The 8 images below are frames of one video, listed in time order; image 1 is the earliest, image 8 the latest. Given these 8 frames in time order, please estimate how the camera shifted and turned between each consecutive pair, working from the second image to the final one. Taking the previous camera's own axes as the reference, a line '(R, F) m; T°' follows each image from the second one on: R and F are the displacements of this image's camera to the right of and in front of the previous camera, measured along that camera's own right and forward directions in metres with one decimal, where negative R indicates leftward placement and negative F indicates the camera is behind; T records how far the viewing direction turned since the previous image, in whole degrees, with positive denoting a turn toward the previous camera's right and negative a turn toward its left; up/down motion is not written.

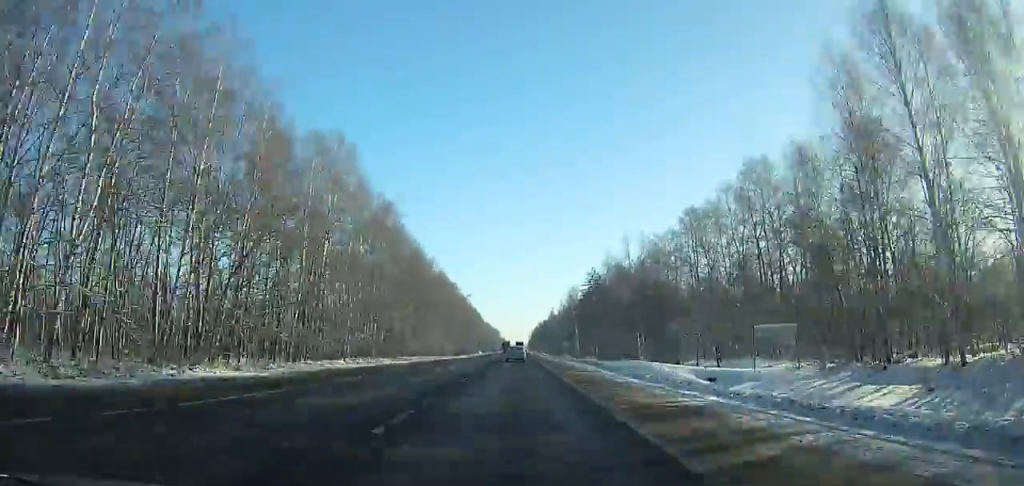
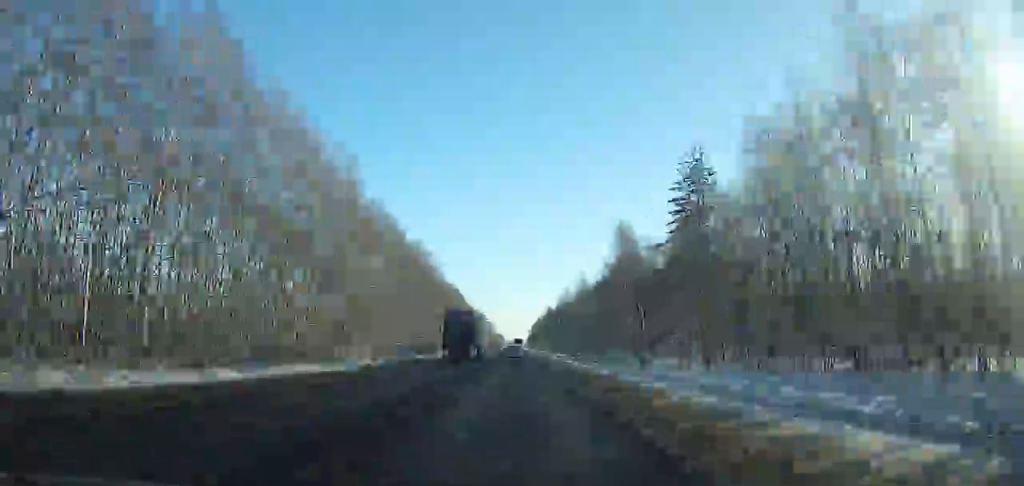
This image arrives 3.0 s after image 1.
(-0.2, +77.3) m; -1°
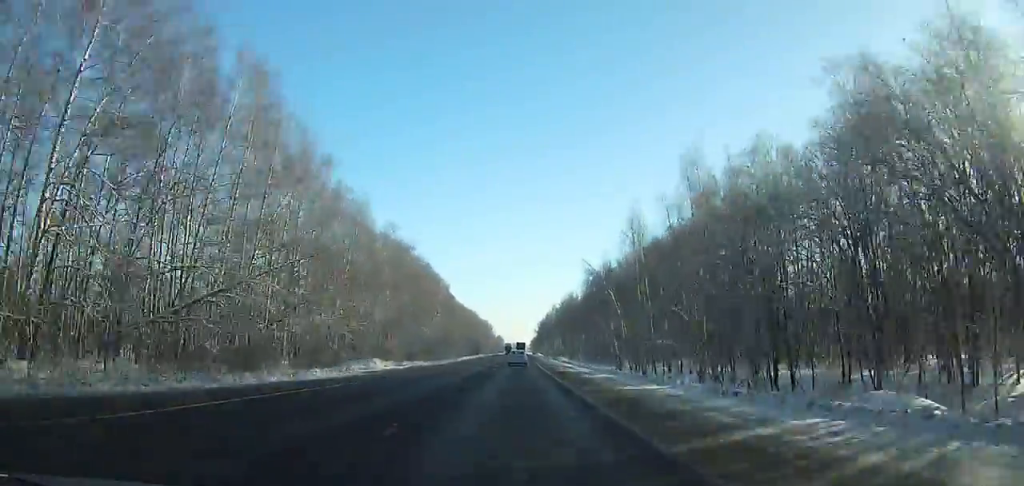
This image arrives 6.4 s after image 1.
(-1.7, +100.0) m; 0°
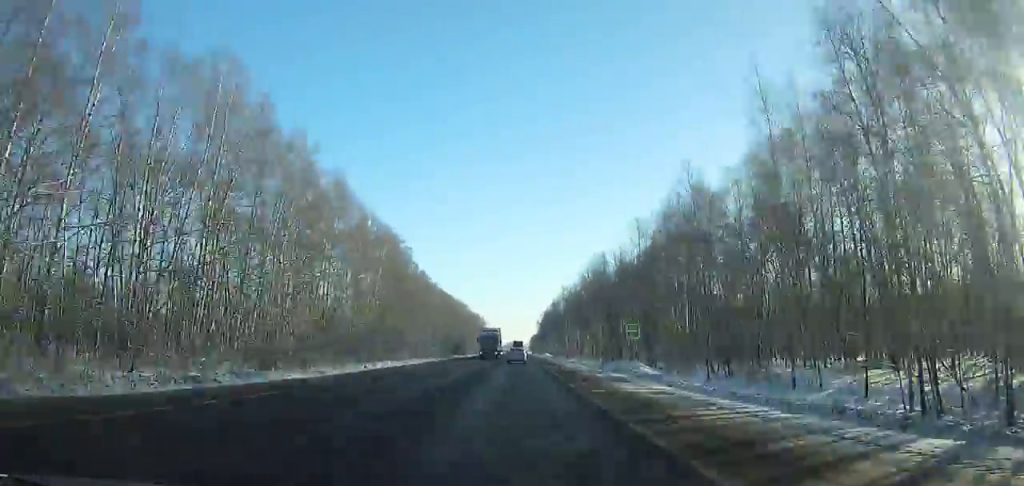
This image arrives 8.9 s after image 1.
(+0.5, +74.7) m; 0°
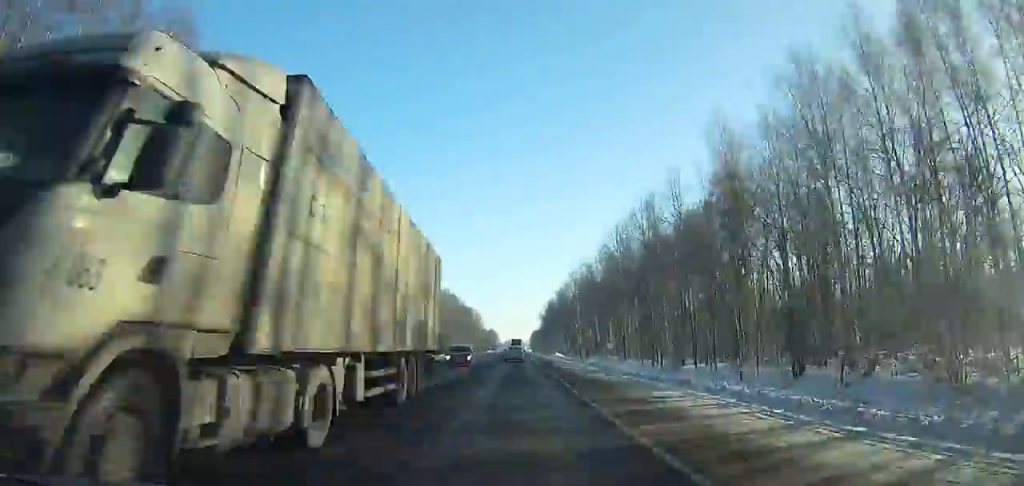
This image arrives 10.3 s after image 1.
(+0.1, +41.5) m; 0°
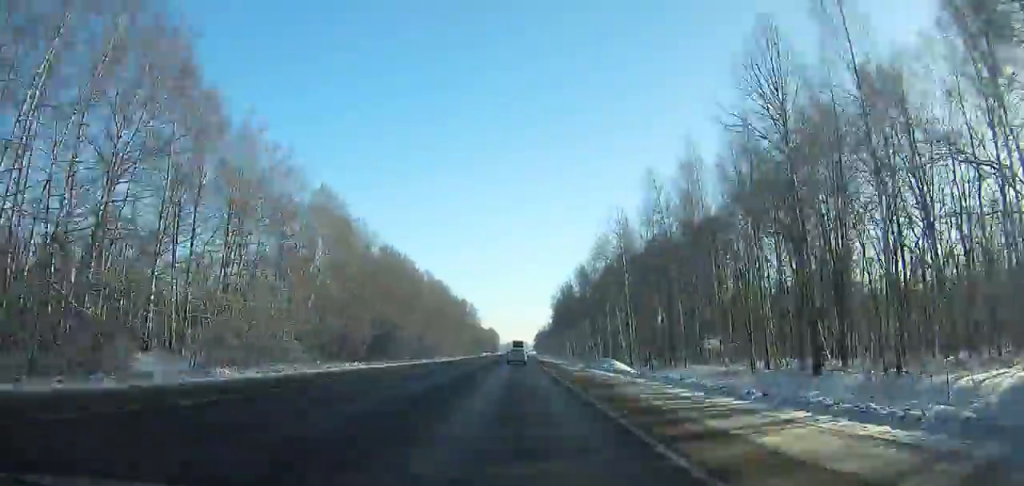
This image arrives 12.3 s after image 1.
(0.0, +58.2) m; 0°
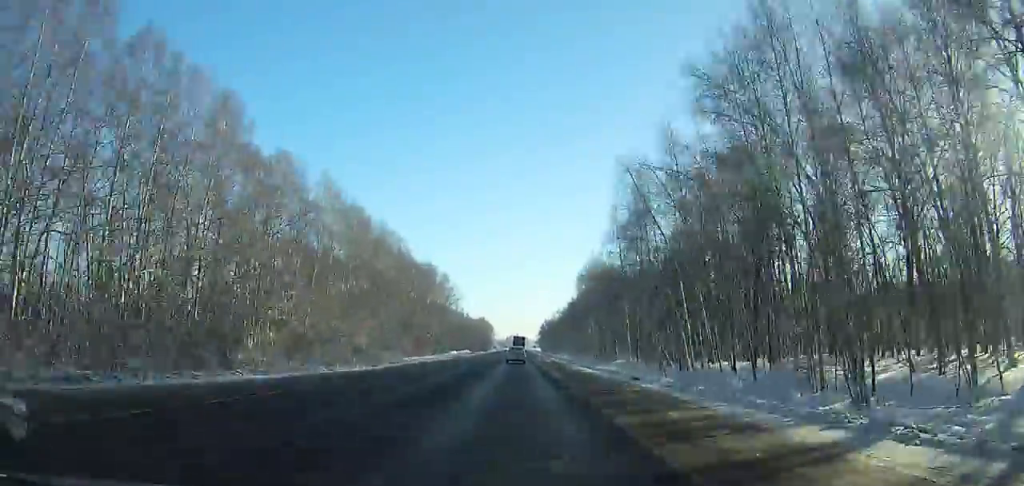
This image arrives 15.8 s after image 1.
(+0.1, +99.5) m; 0°
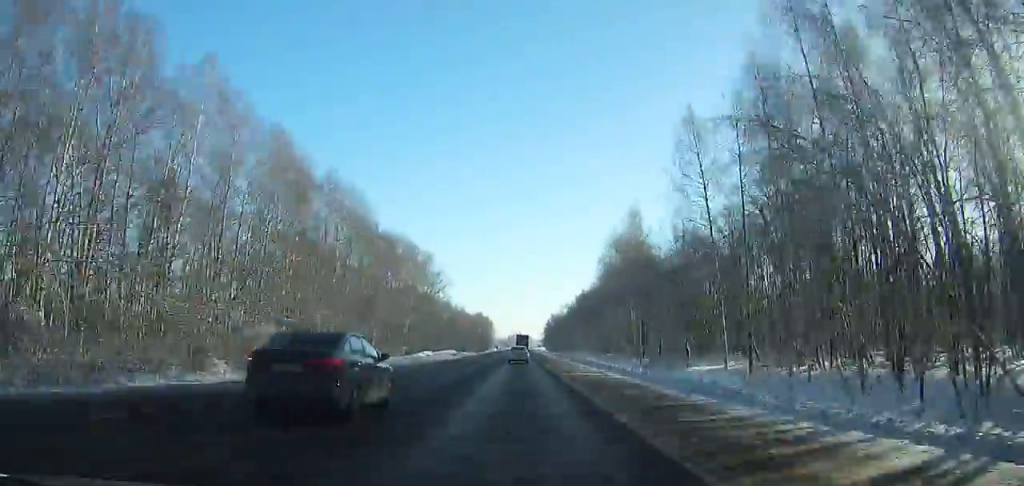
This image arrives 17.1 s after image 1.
(0.0, +36.4) m; 0°
